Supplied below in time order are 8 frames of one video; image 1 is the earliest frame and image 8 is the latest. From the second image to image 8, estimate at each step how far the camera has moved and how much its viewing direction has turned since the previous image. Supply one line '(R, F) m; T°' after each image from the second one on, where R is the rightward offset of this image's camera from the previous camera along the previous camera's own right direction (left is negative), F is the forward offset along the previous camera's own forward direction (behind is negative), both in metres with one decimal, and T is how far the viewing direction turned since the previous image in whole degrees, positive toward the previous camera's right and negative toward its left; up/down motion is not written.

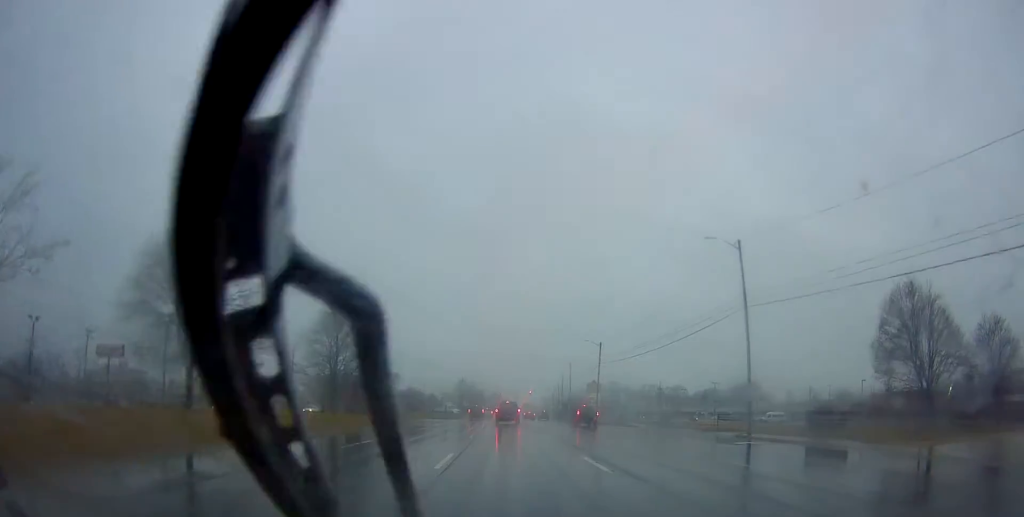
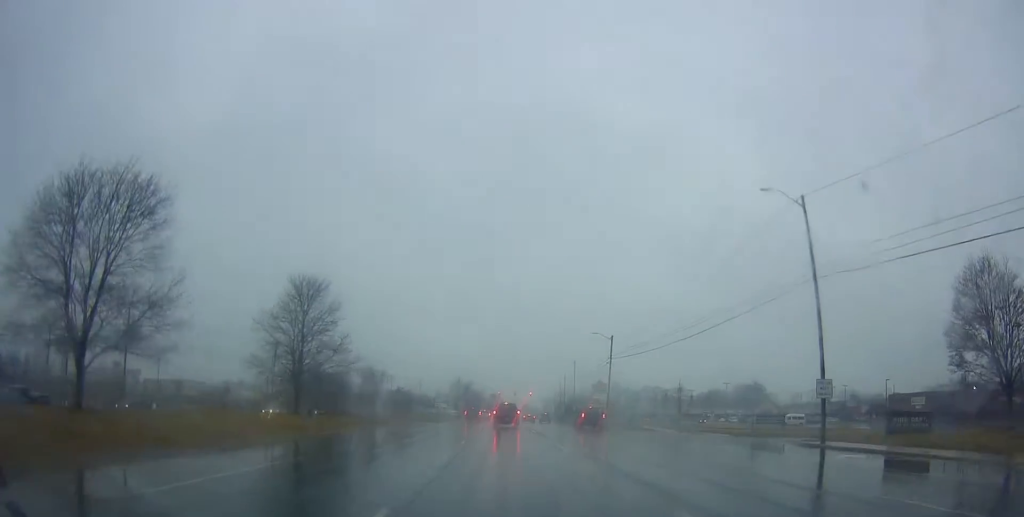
(+0.1, +9.4) m; 0°
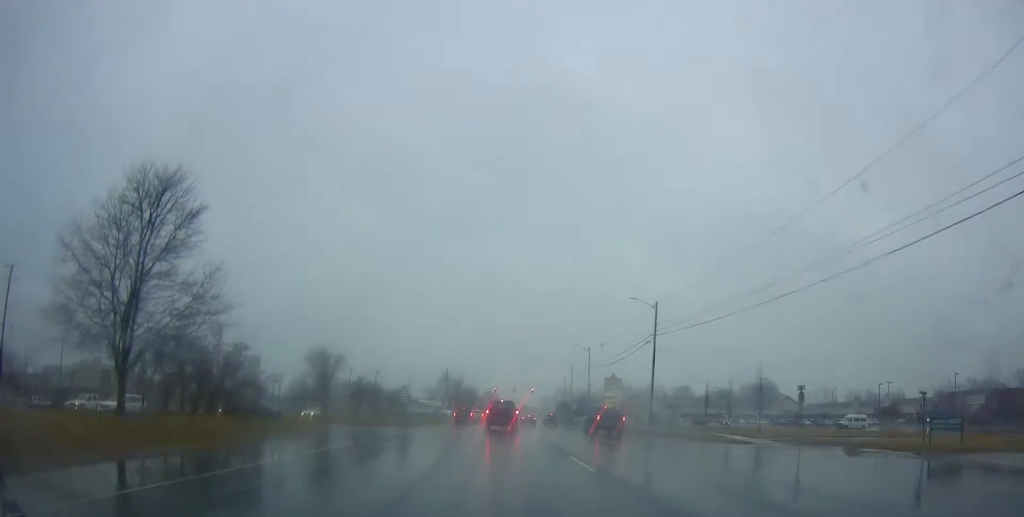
(-0.3, +22.5) m; 0°
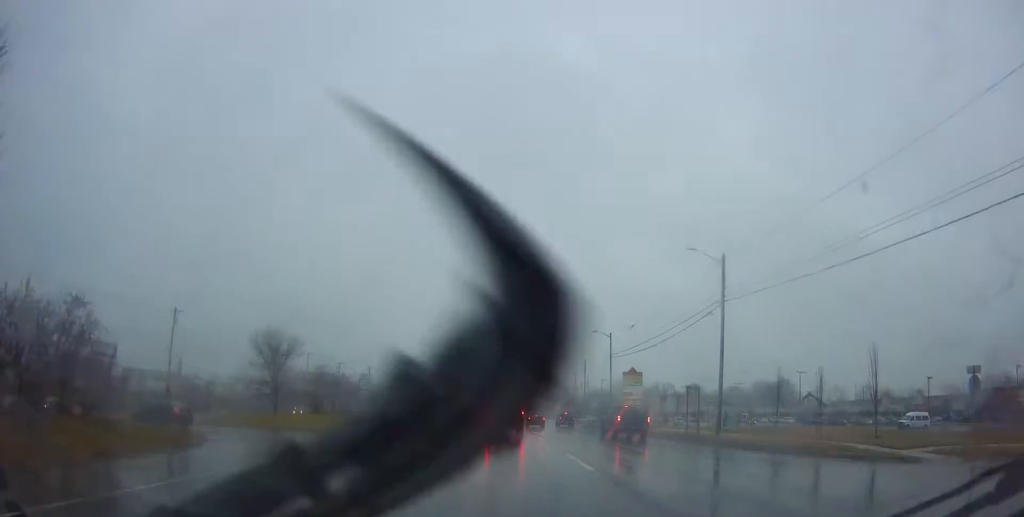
(+0.3, +15.5) m; 0°
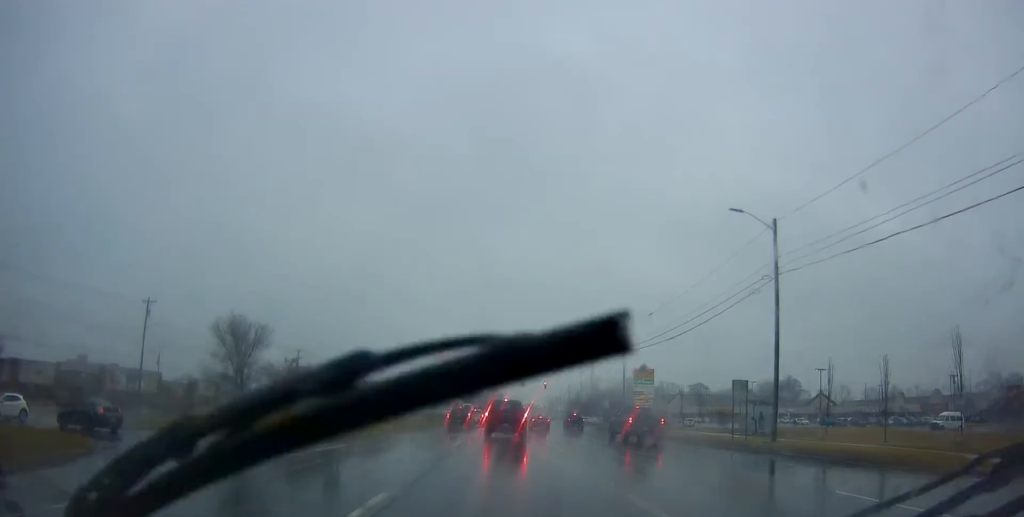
(0.0, +7.2) m; -3°
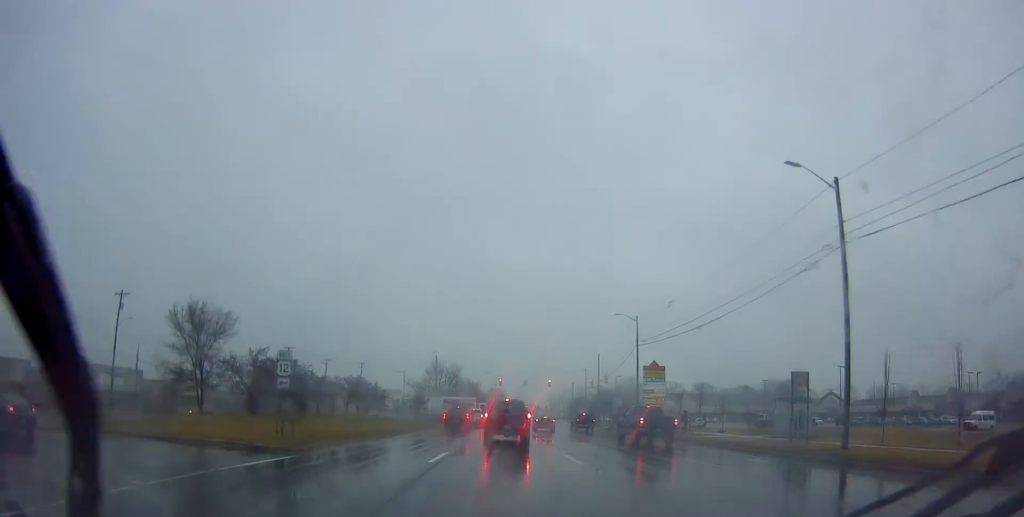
(-0.2, +6.3) m; -1°
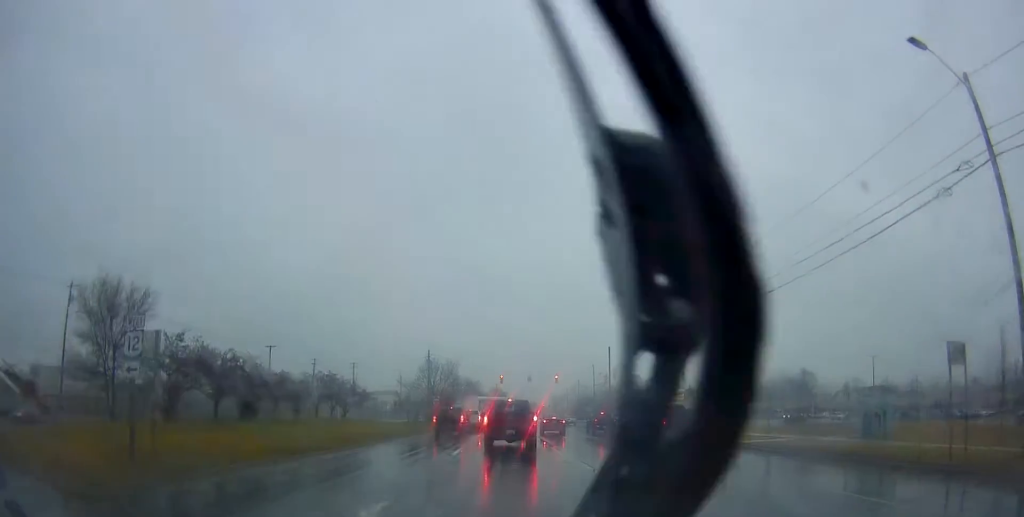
(0.0, +9.7) m; +3°
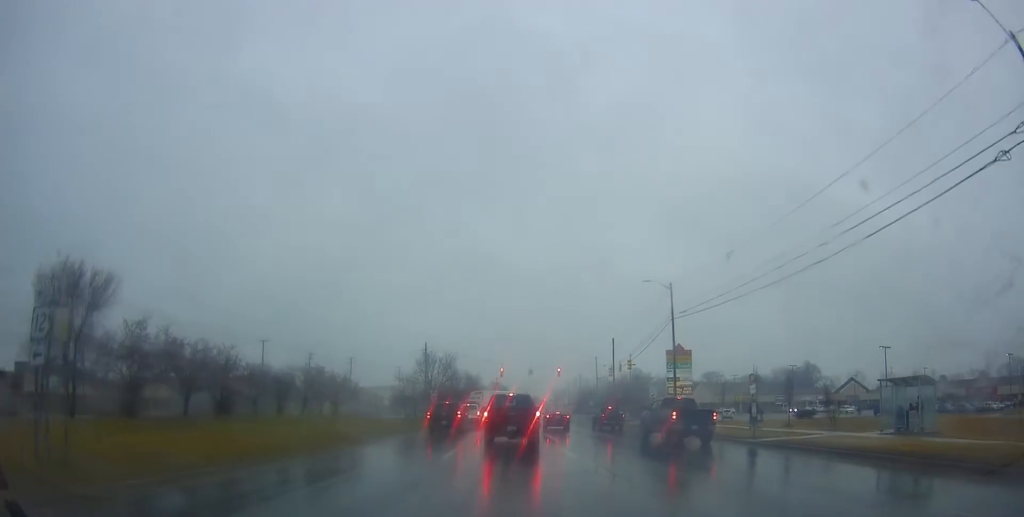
(+0.4, +3.4) m; +2°
